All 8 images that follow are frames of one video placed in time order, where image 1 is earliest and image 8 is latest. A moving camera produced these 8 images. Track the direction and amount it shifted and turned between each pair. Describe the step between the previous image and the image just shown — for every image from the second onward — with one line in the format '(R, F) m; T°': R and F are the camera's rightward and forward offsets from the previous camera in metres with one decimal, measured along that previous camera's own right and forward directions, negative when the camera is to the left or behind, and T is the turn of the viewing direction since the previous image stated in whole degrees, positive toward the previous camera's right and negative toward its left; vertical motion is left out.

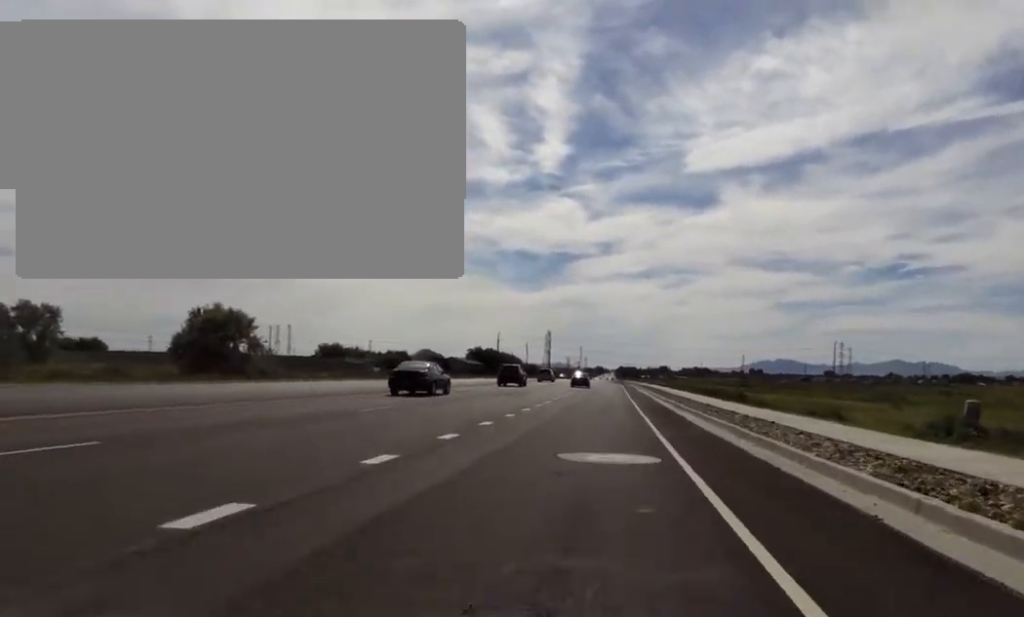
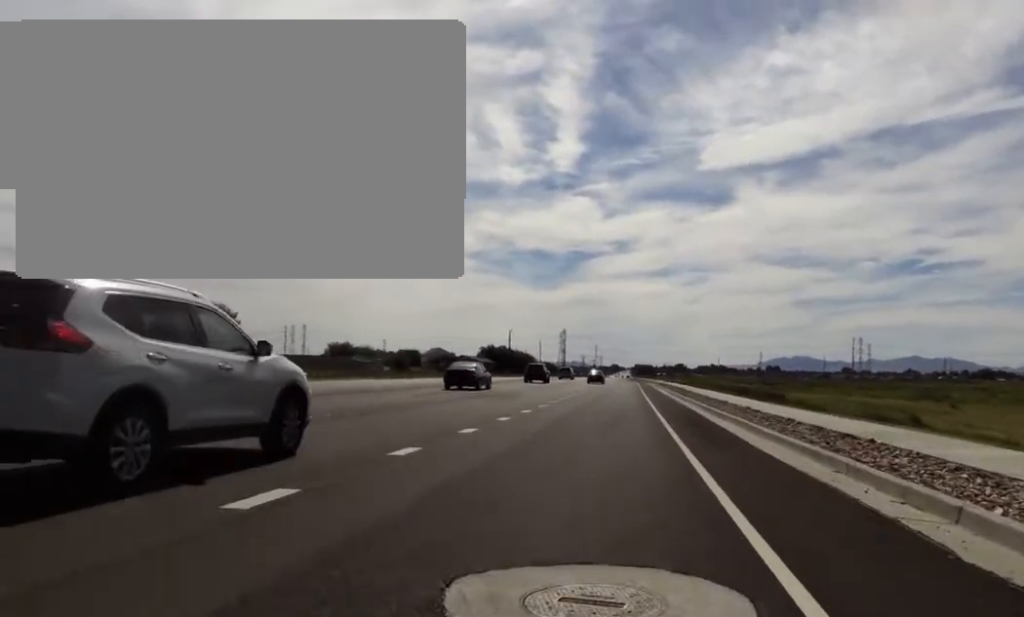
(0.0, +6.8) m; 0°
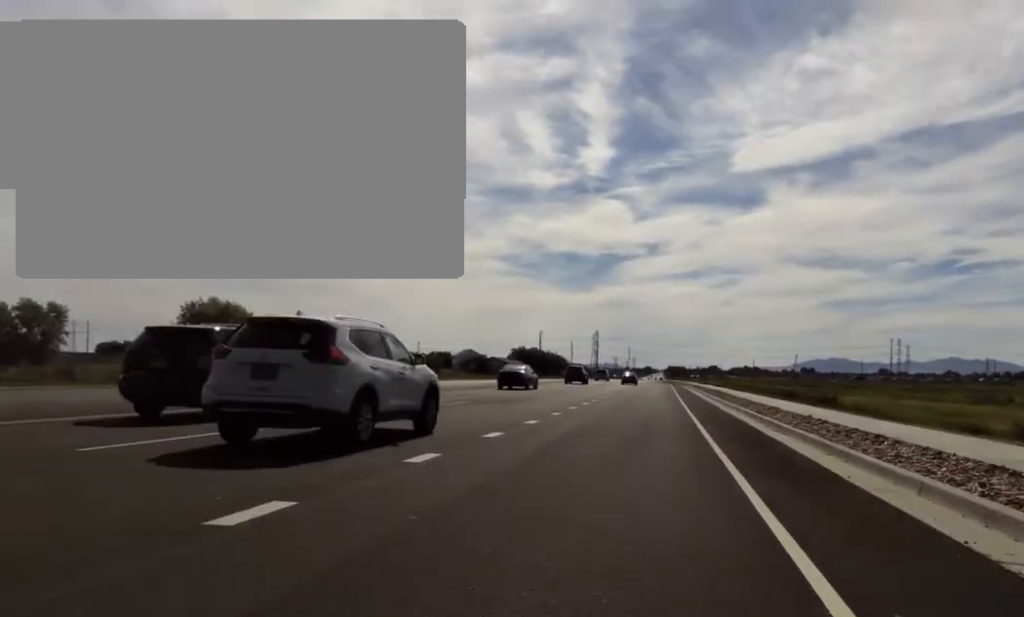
(0.0, +4.2) m; 0°
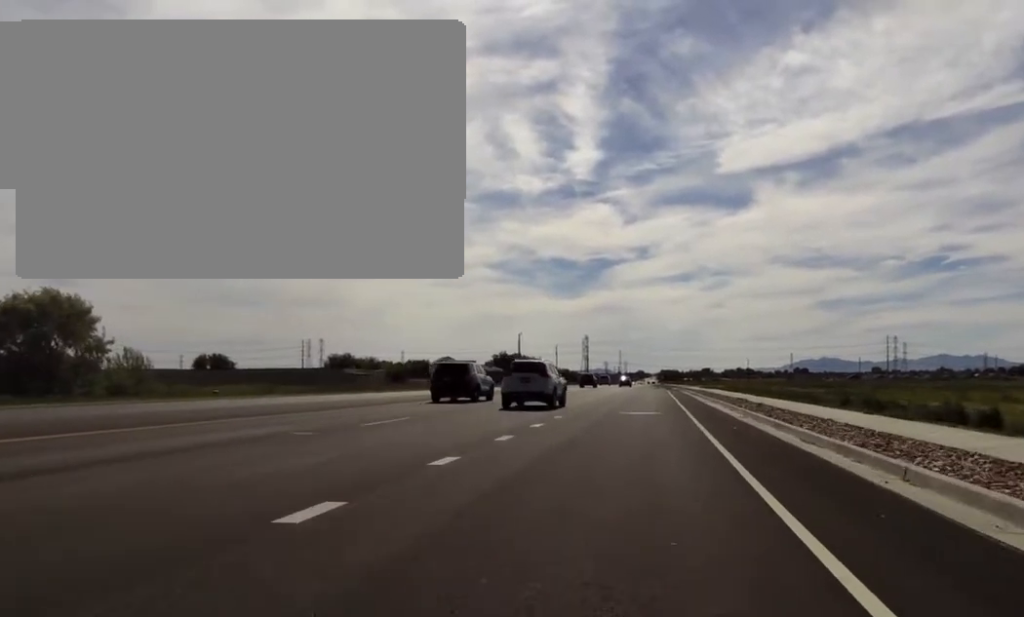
(0.0, +17.8) m; 0°
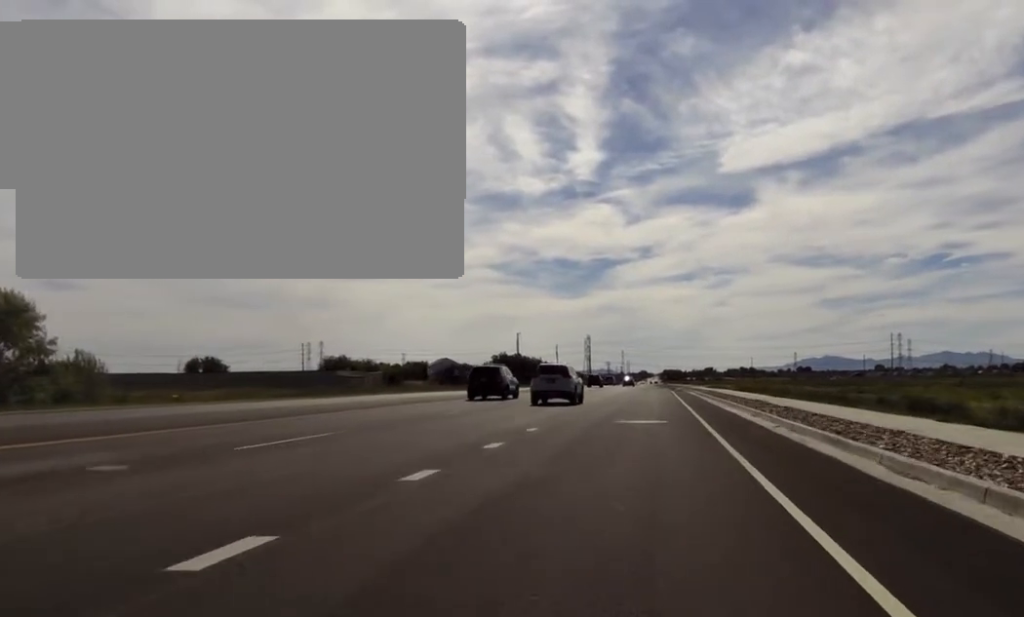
(0.0, +4.8) m; 0°
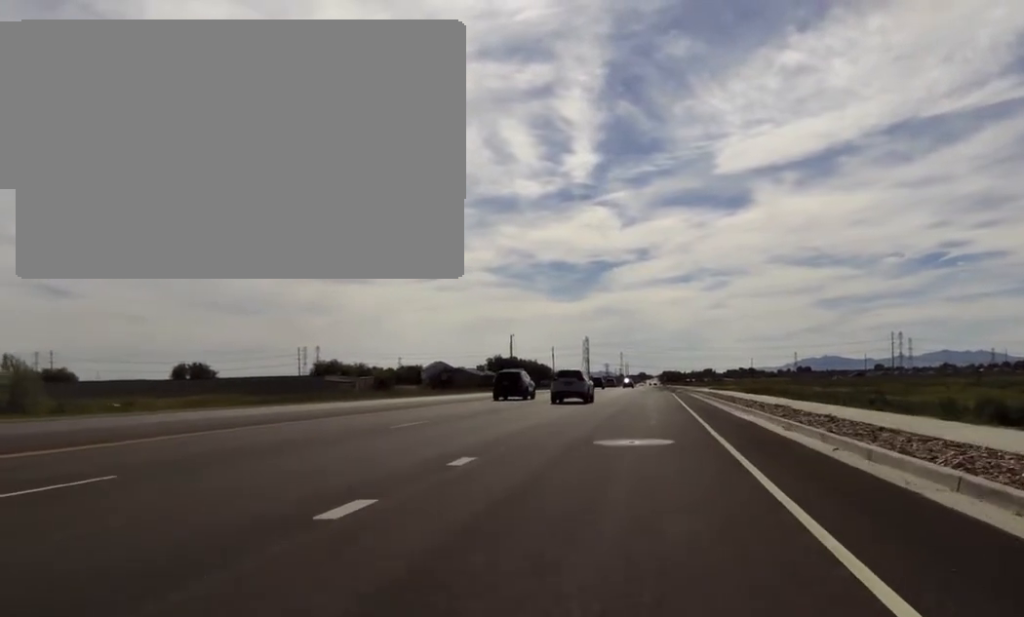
(0.0, +5.2) m; 0°
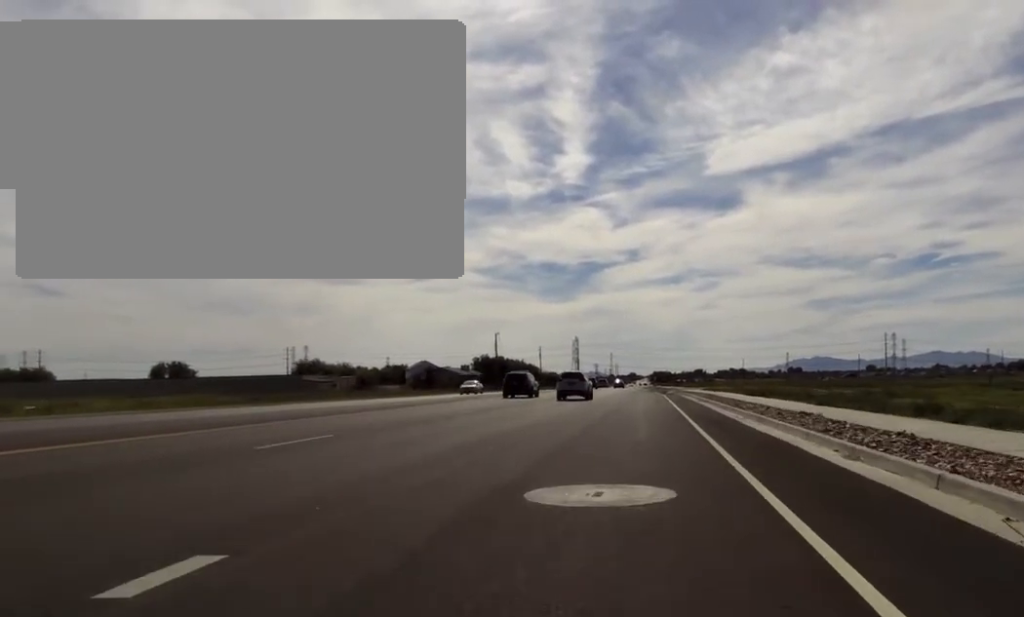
(0.0, +5.9) m; 0°
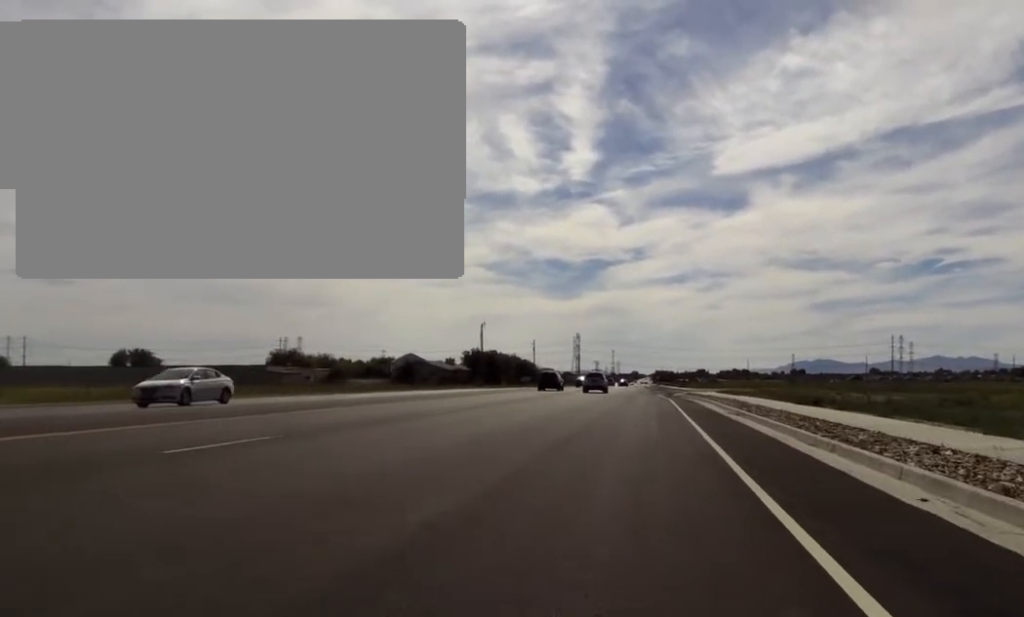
(0.0, +14.1) m; 0°
